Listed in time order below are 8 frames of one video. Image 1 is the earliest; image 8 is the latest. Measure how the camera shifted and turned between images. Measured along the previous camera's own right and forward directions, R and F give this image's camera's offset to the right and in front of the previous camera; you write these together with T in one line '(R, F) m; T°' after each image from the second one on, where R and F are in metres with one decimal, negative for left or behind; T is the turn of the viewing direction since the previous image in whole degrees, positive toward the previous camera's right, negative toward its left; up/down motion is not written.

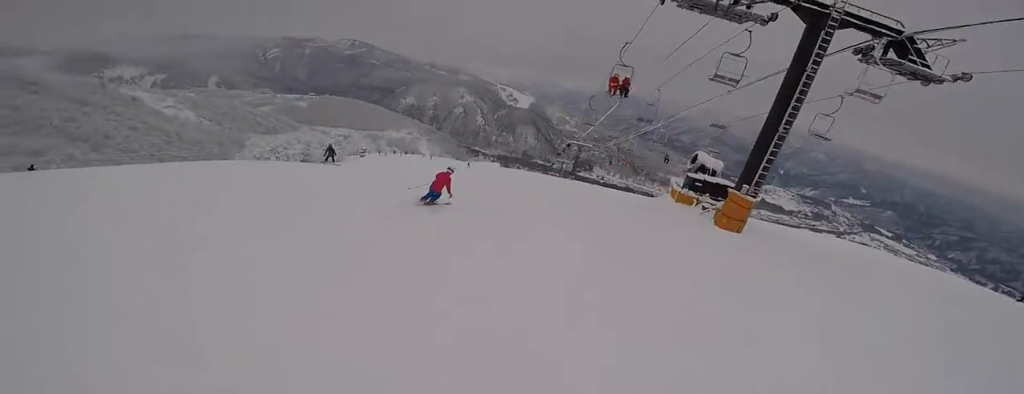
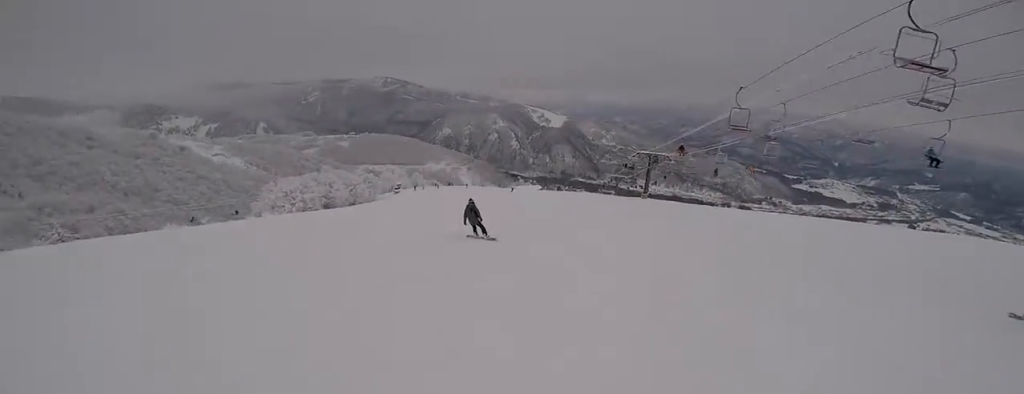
(-2.9, +18.3) m; -10°
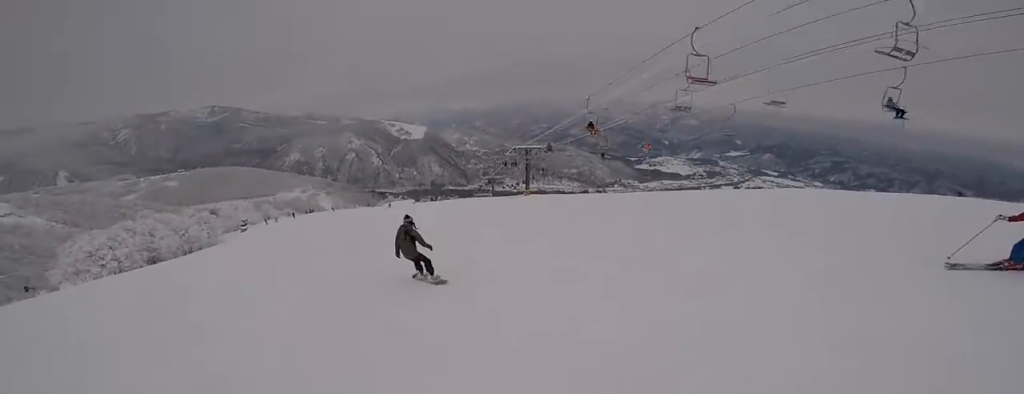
(+0.3, +7.0) m; +6°
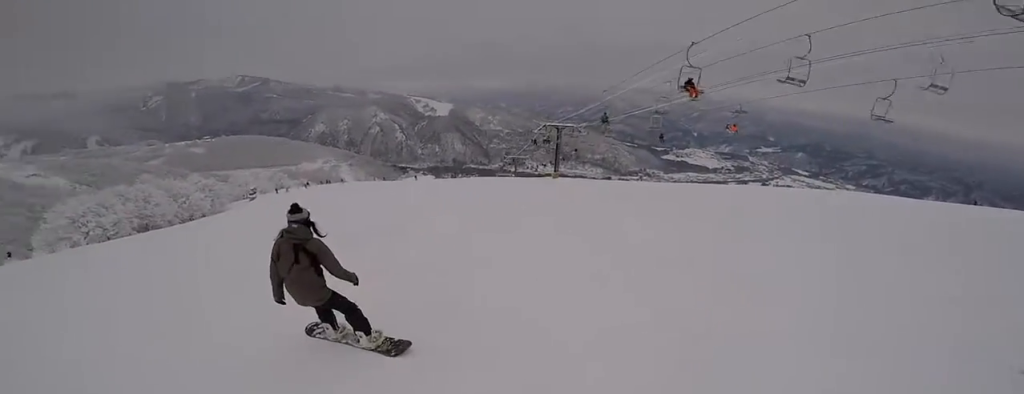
(+0.9, +8.0) m; +5°
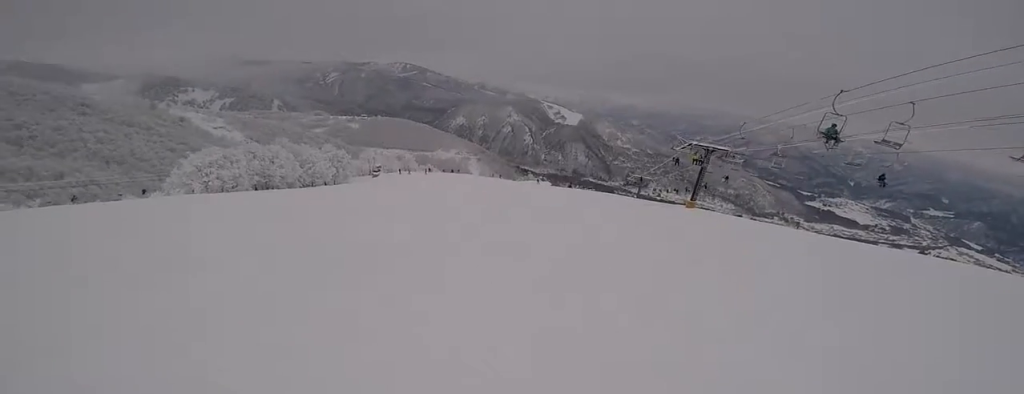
(0.0, +8.8) m; -3°
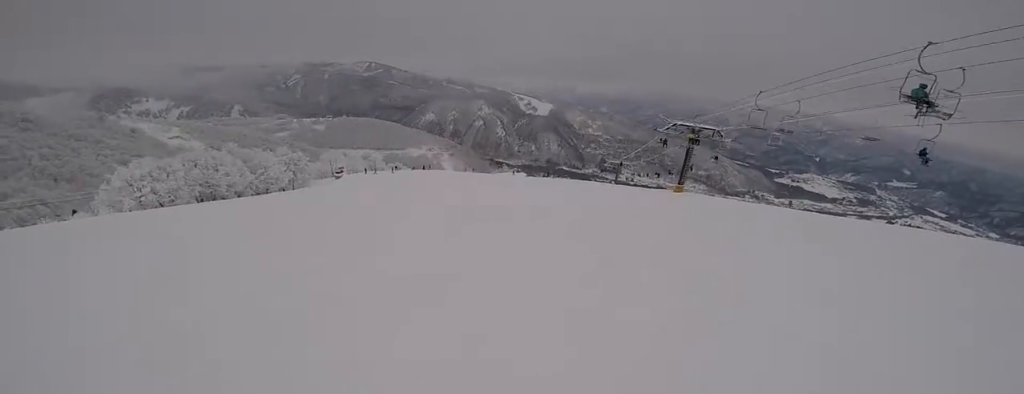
(-0.5, +5.4) m; +2°
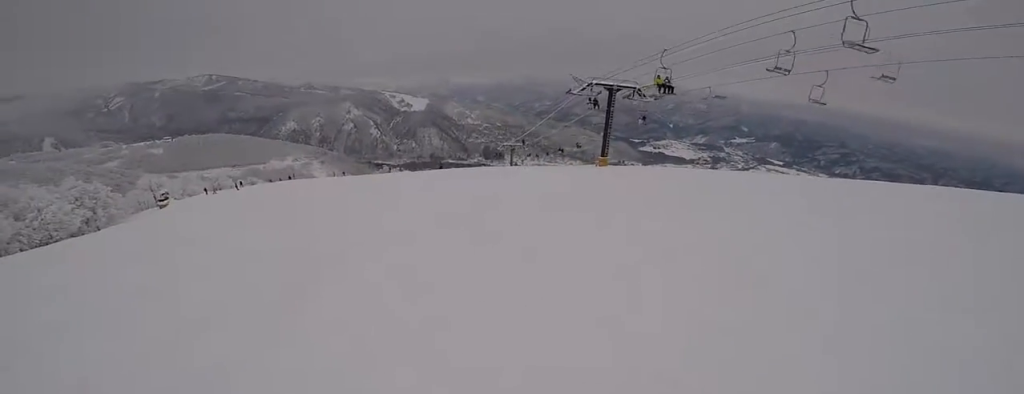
(+1.3, +12.8) m; +2°
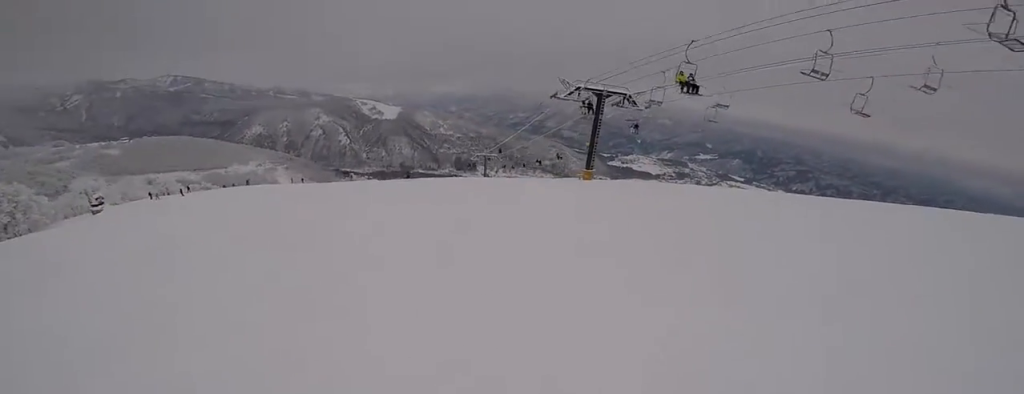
(-0.3, +4.7) m; -1°
